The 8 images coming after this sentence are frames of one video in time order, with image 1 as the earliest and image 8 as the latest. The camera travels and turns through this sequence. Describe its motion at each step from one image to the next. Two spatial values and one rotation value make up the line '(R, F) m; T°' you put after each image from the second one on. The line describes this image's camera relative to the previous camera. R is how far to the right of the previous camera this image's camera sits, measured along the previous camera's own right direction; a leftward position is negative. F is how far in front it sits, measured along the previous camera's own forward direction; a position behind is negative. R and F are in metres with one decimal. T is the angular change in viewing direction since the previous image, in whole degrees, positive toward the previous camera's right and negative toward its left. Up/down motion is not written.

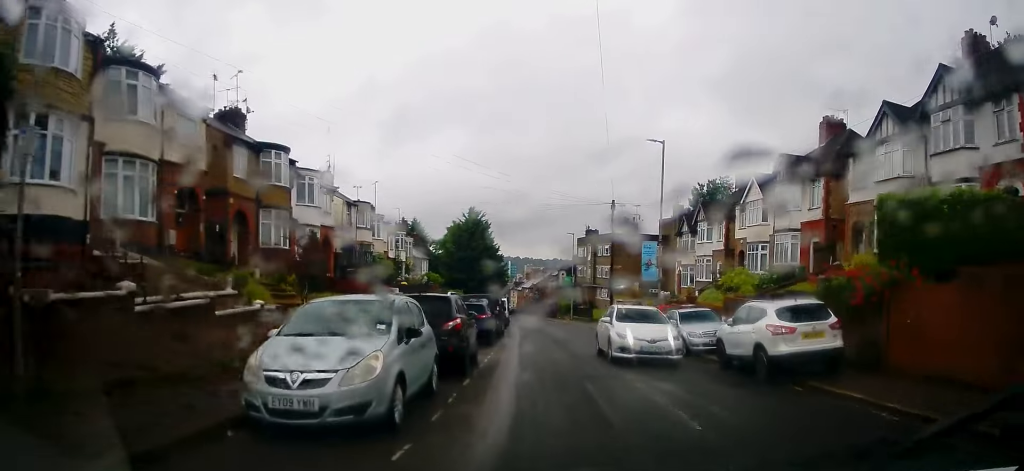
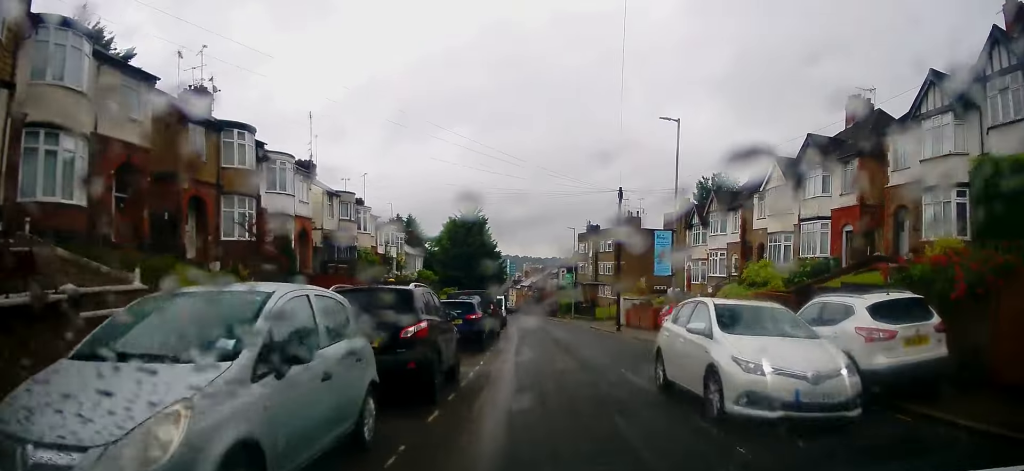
(0.0, +3.8) m; -2°
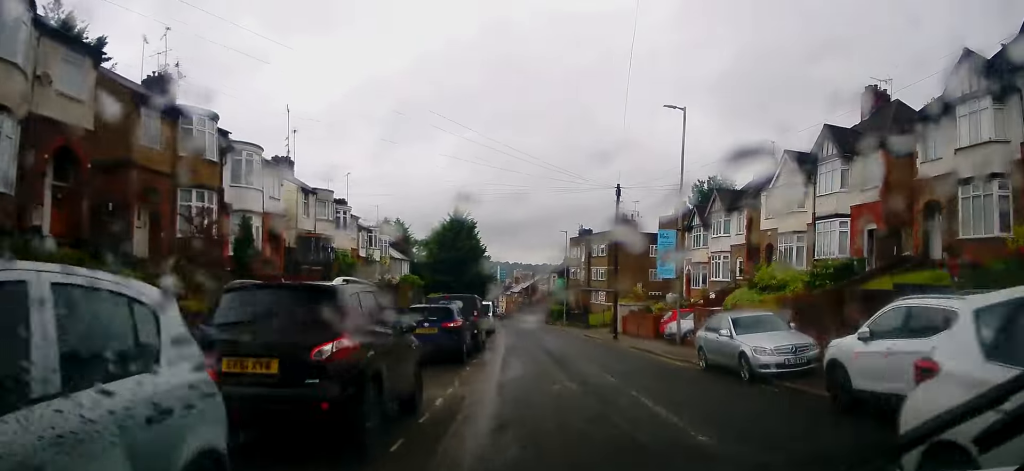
(0.0, +3.0) m; -1°
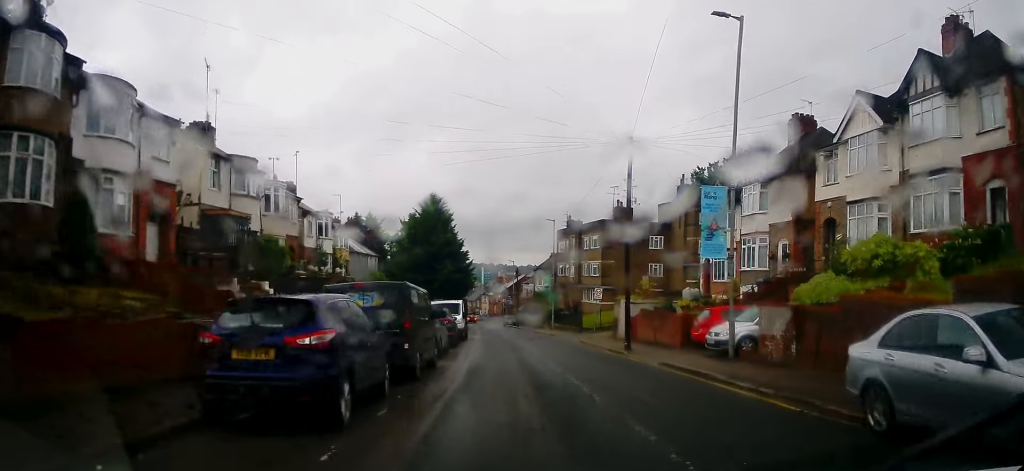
(0.0, +8.5) m; +3°
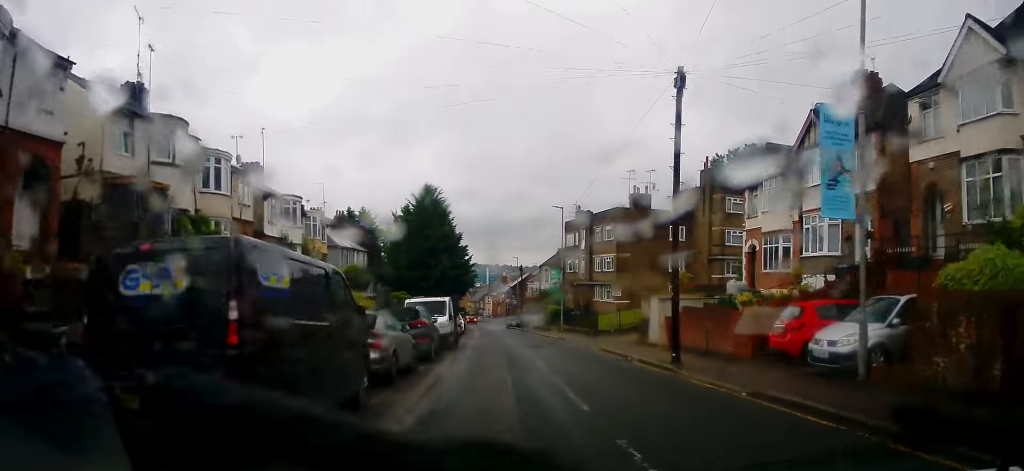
(+0.2, +6.3) m; +1°
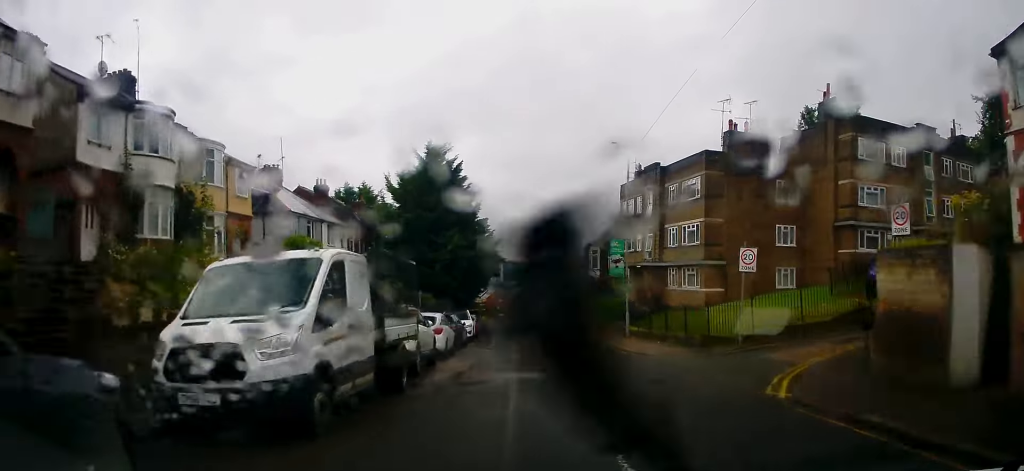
(-0.1, +16.8) m; -2°
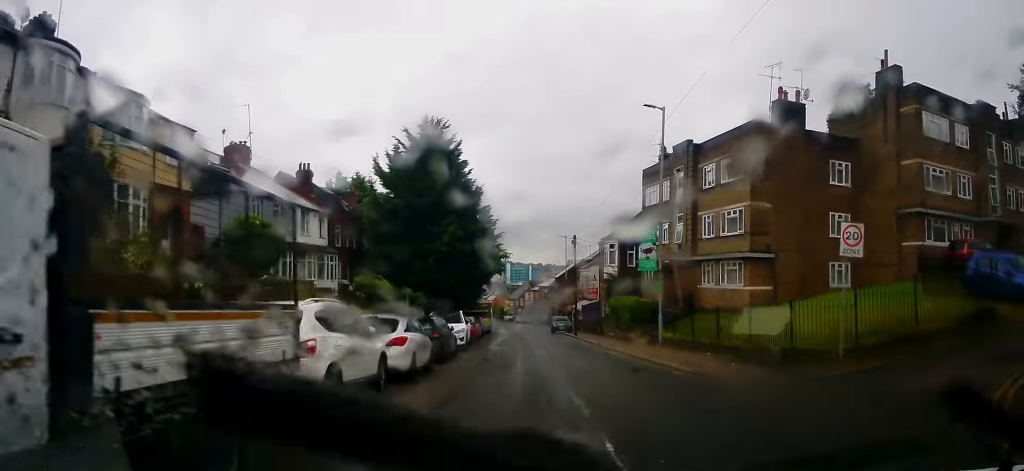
(-0.2, +6.2) m; -2°
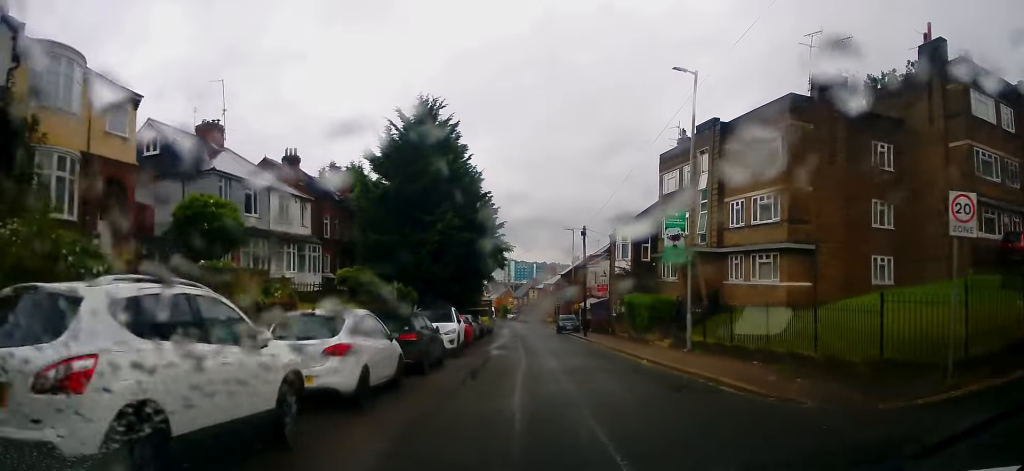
(0.0, +3.9) m; -1°
